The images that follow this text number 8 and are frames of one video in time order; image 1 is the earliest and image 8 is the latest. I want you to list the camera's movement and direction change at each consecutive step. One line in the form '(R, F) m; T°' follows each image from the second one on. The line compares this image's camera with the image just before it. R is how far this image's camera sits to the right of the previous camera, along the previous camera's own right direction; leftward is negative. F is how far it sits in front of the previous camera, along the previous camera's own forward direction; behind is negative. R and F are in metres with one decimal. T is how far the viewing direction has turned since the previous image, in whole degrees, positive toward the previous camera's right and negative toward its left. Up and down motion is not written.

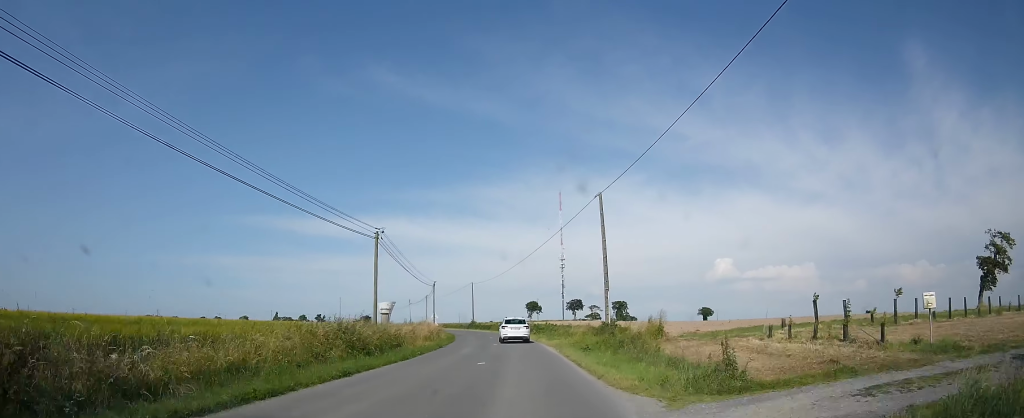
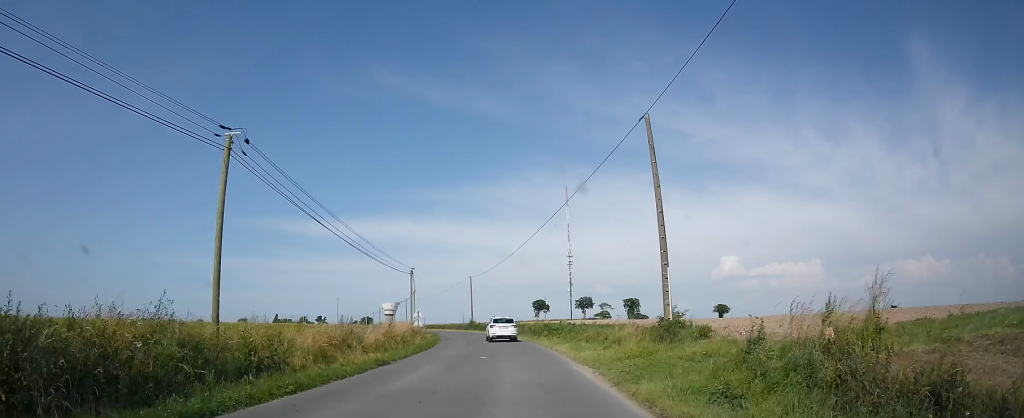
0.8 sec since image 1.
(-0.9, +12.8) m; -2°
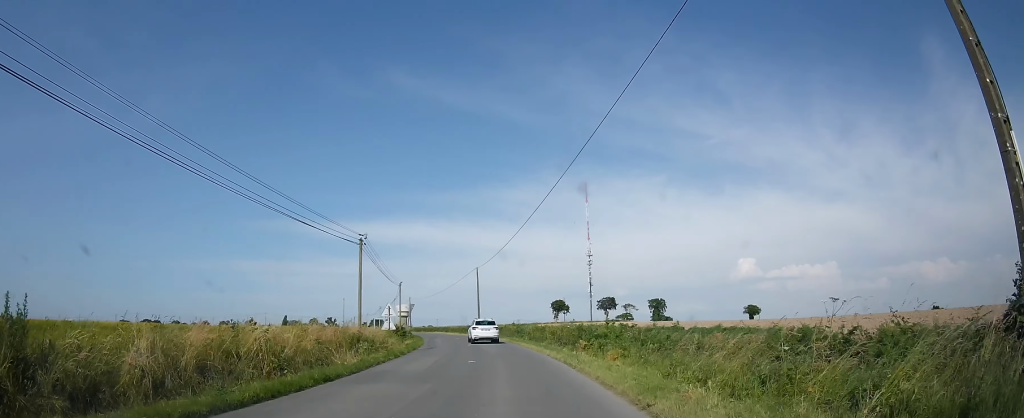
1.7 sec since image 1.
(-0.3, +15.5) m; -1°
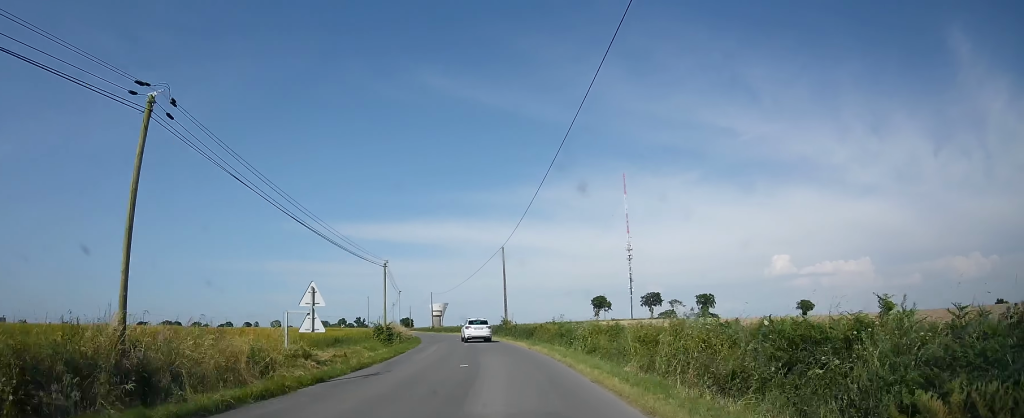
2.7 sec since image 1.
(+0.3, +16.6) m; -2°
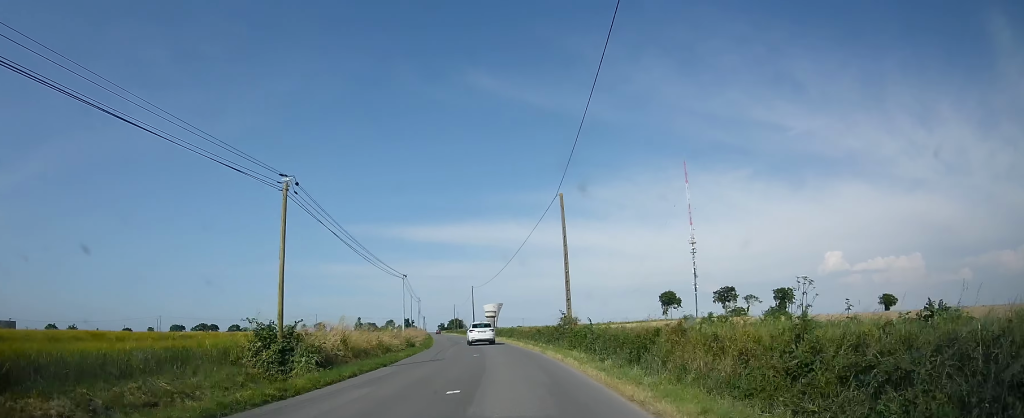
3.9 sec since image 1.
(-0.9, +20.8) m; -4°
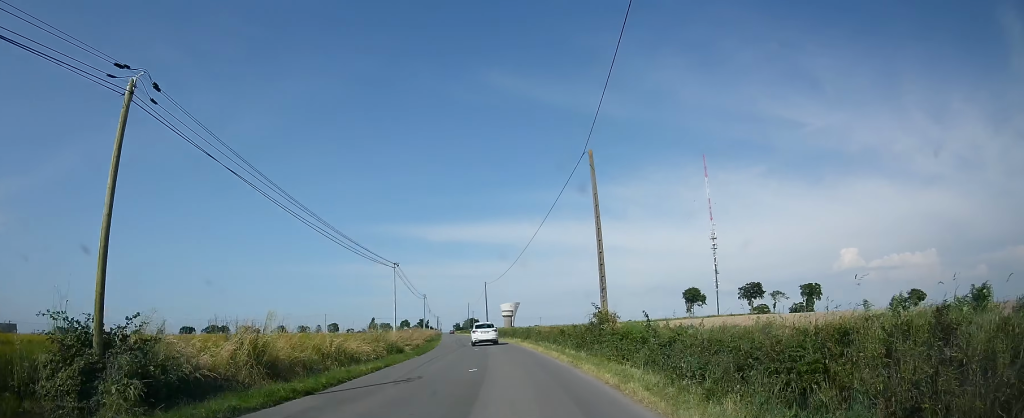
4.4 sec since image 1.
(+0.2, +7.3) m; -2°
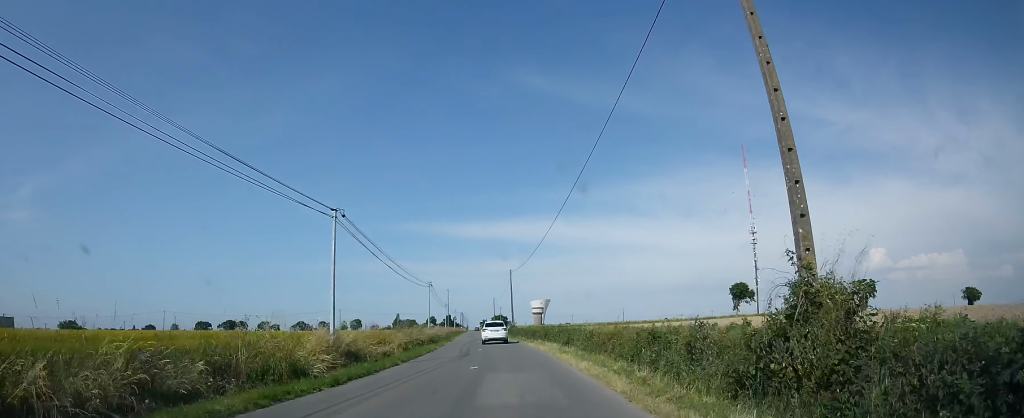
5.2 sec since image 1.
(-0.9, +14.2) m; -8°
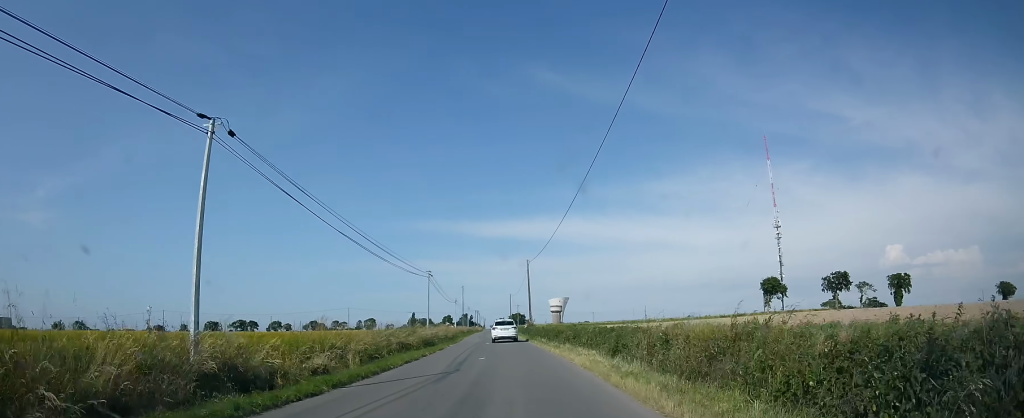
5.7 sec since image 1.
(-0.6, +8.7) m; -3°
